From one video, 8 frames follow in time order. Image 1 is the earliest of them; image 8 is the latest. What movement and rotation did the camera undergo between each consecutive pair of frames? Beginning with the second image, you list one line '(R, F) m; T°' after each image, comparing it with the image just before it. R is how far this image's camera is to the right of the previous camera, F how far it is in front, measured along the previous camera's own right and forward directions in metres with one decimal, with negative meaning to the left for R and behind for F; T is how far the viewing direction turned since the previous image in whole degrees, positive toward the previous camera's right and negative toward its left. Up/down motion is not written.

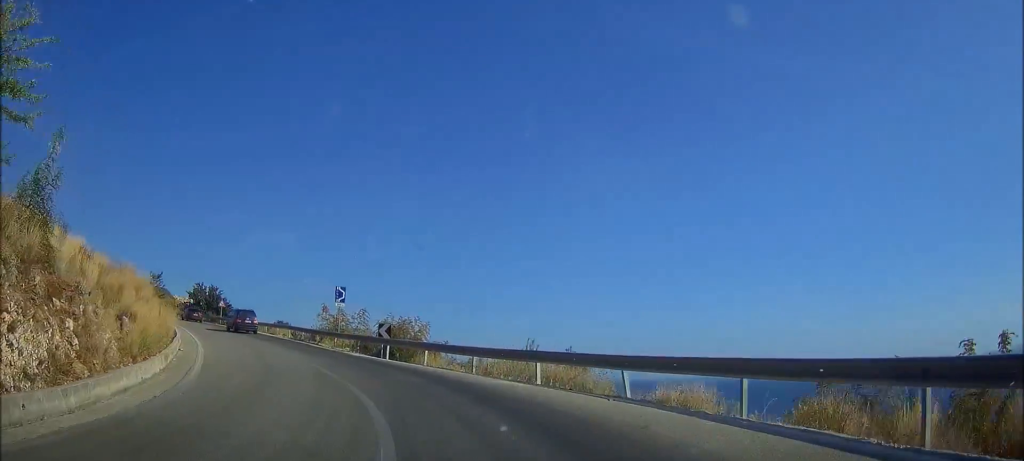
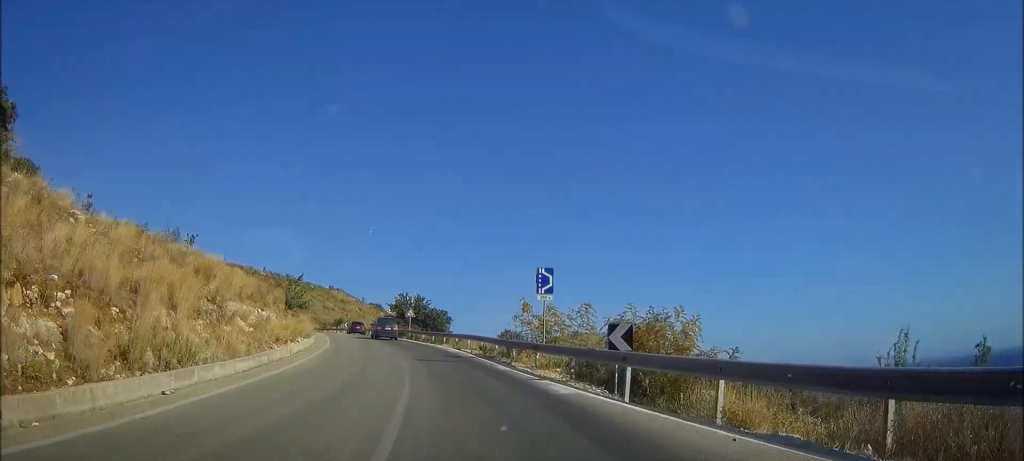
(-4.0, +13.9) m; -17°
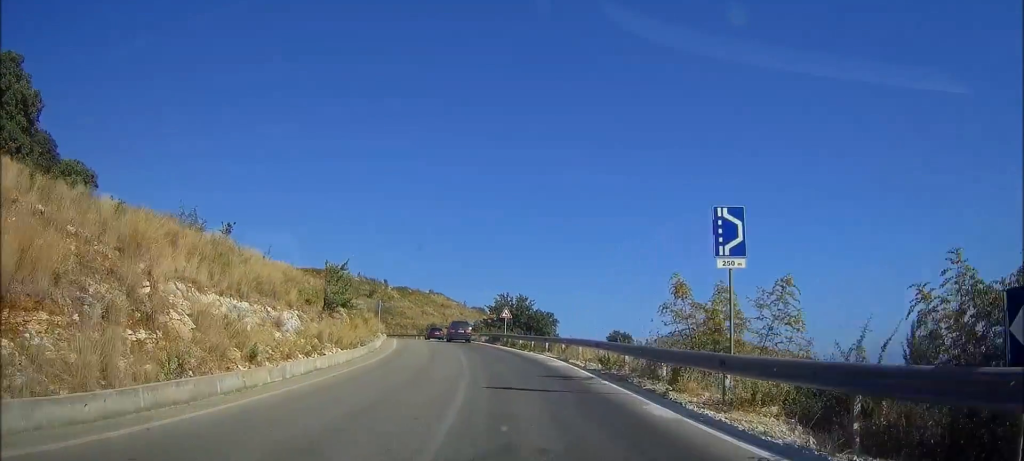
(-0.1, +11.1) m; -1°
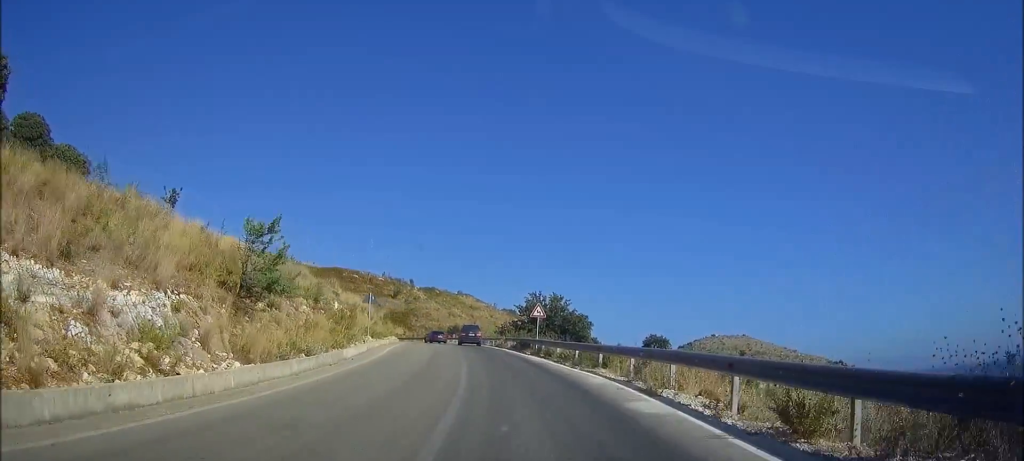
(0.0, +11.6) m; 0°
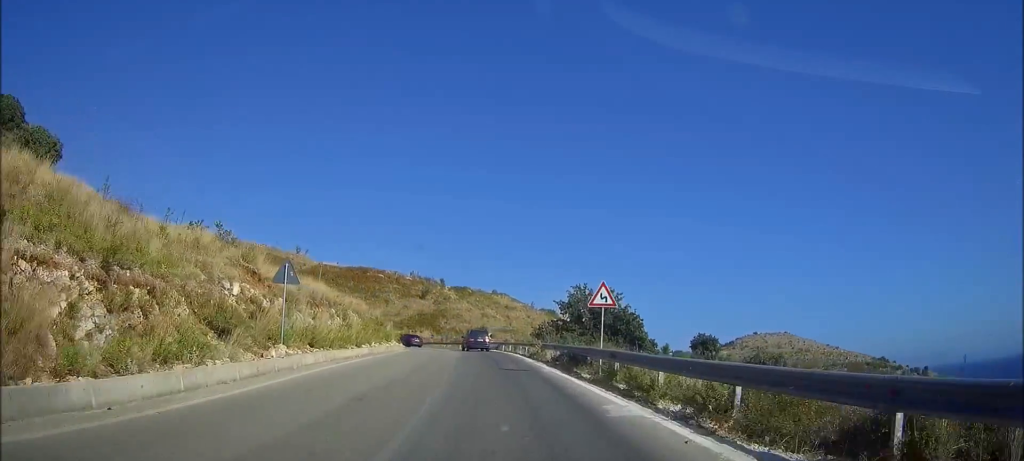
(0.0, +16.8) m; 0°
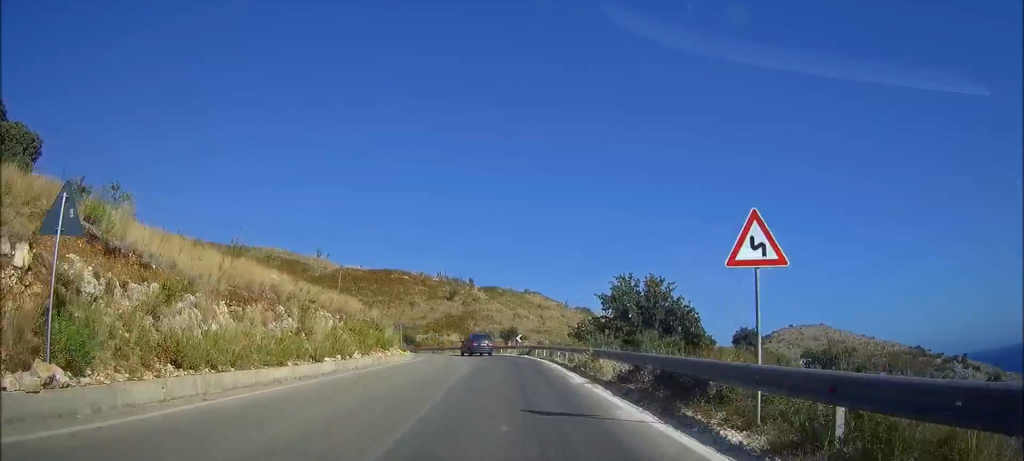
(0.0, +10.9) m; 0°
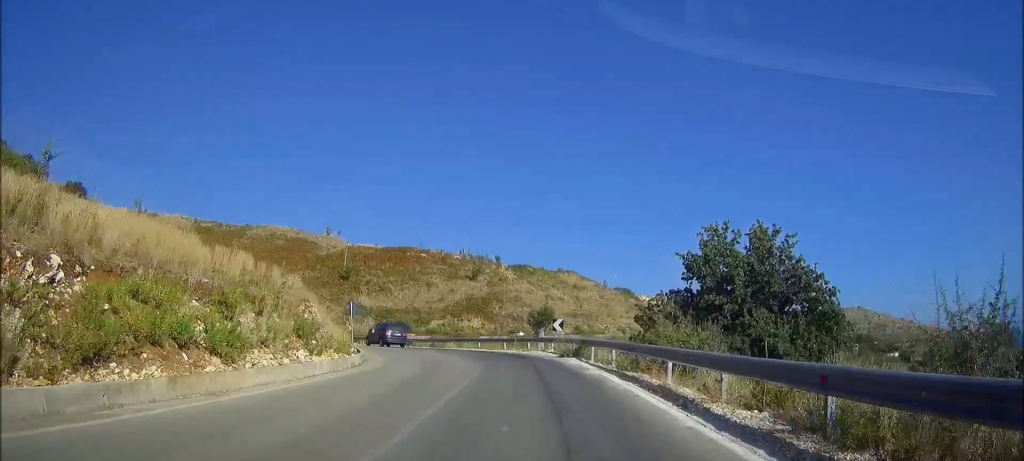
(-2.7, +22.3) m; -15°
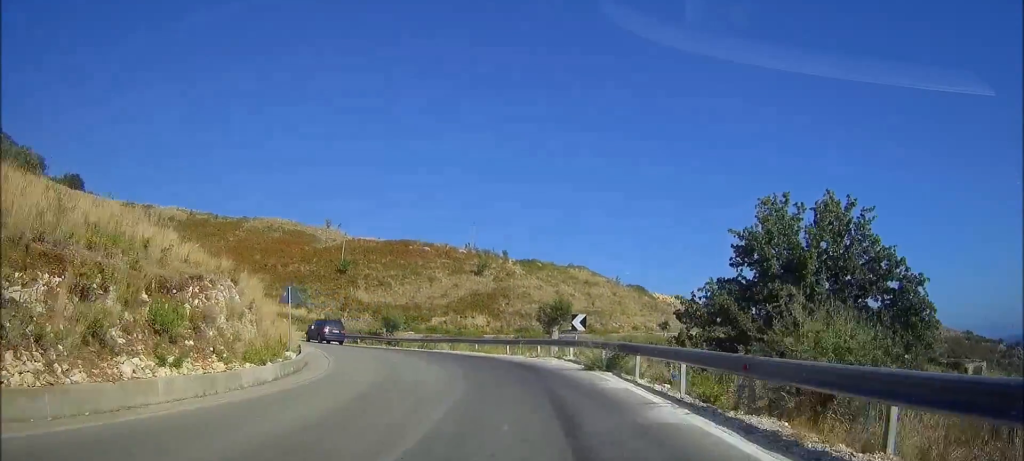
(-0.7, +9.3) m; -4°
